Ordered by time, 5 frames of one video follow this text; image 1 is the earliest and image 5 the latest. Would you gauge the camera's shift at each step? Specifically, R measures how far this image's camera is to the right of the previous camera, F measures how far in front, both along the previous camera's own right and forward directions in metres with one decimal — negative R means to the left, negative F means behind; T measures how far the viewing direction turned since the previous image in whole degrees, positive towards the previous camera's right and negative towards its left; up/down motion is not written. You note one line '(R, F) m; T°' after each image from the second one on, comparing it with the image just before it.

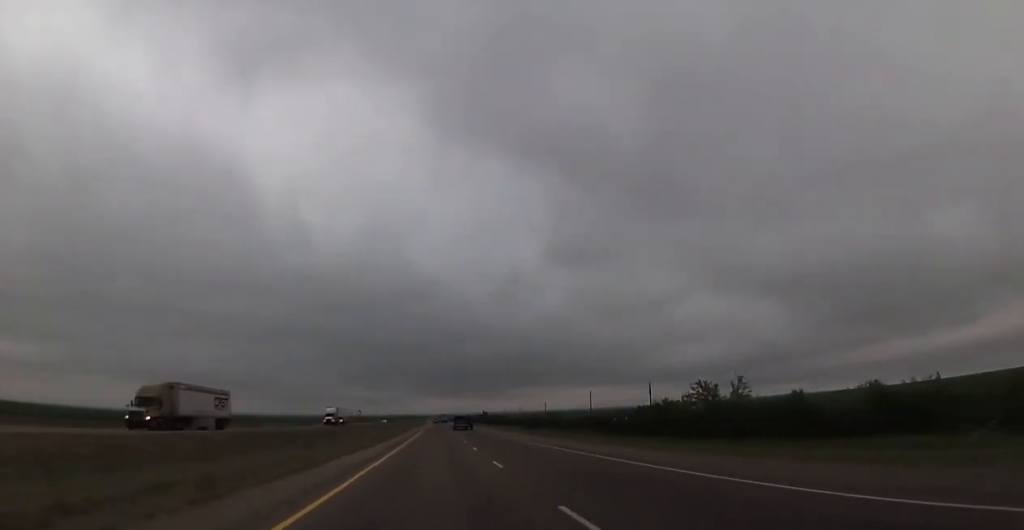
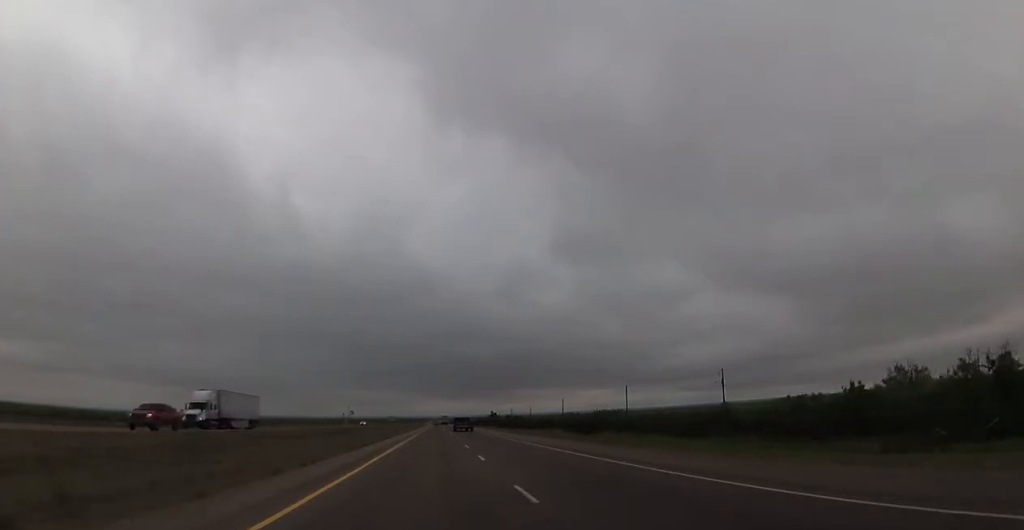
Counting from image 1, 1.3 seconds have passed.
(+0.5, +44.9) m; 0°
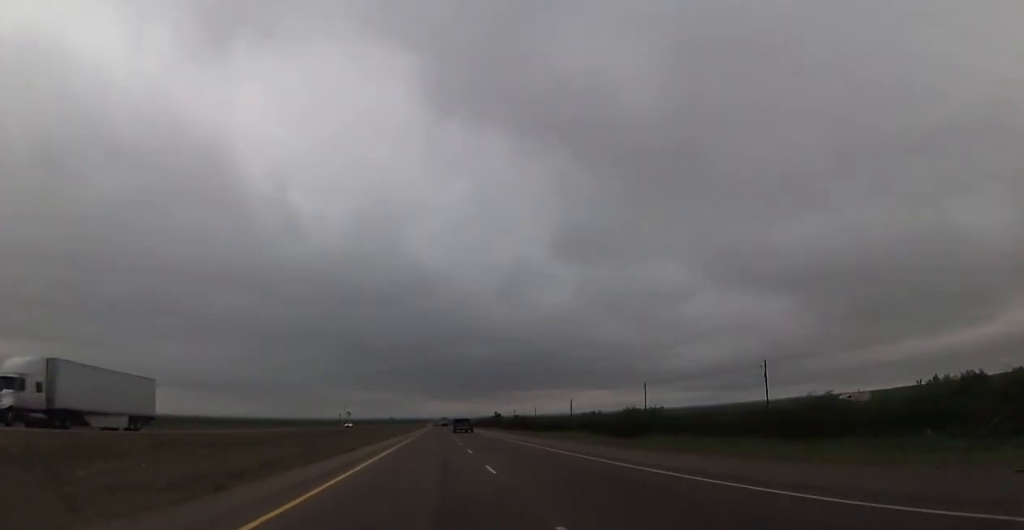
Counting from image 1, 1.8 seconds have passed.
(-0.2, +17.7) m; 0°
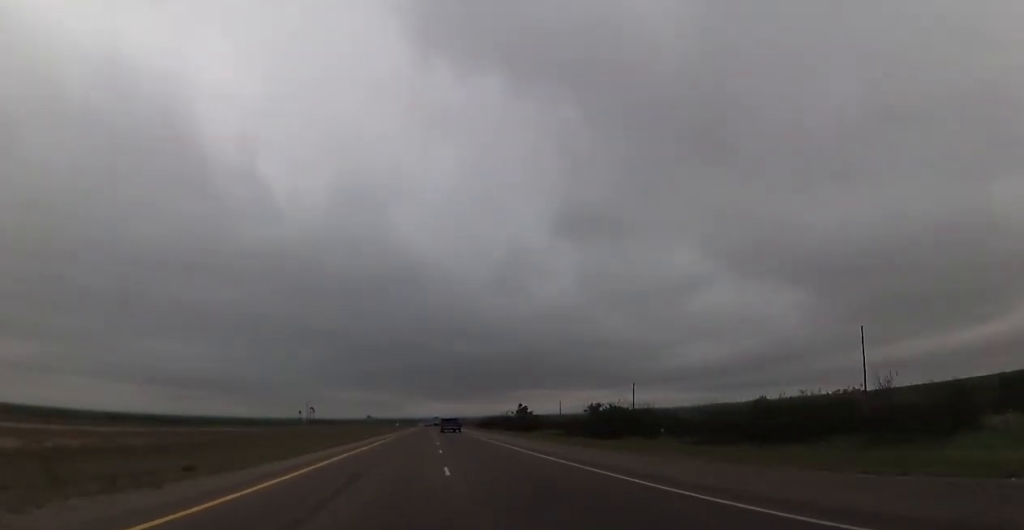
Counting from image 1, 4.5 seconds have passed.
(-0.4, +98.2) m; +1°
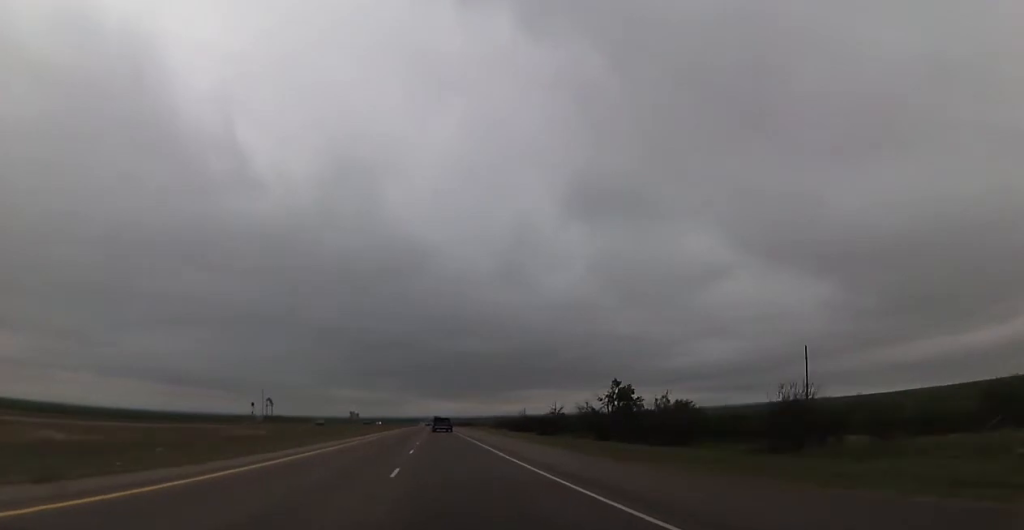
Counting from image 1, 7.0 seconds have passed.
(+0.1, +86.1) m; -1°
